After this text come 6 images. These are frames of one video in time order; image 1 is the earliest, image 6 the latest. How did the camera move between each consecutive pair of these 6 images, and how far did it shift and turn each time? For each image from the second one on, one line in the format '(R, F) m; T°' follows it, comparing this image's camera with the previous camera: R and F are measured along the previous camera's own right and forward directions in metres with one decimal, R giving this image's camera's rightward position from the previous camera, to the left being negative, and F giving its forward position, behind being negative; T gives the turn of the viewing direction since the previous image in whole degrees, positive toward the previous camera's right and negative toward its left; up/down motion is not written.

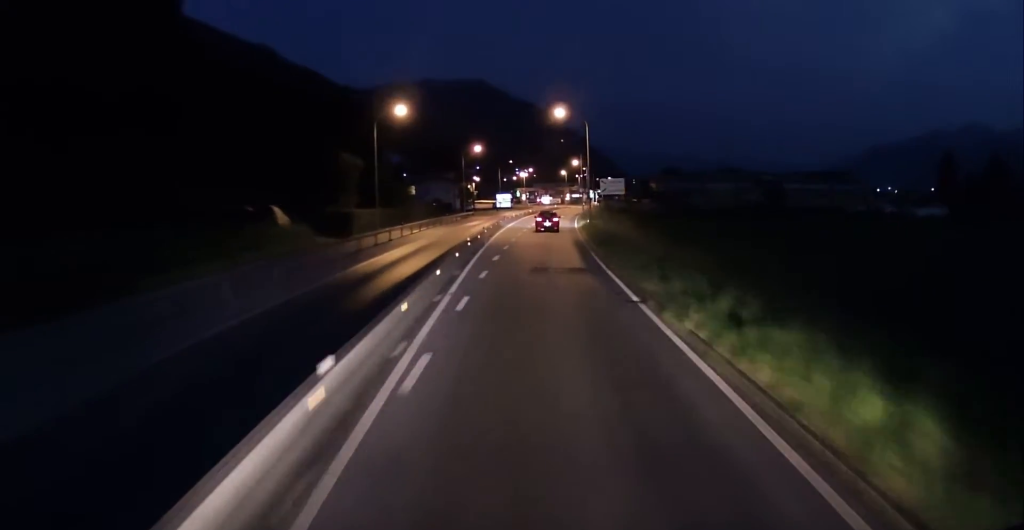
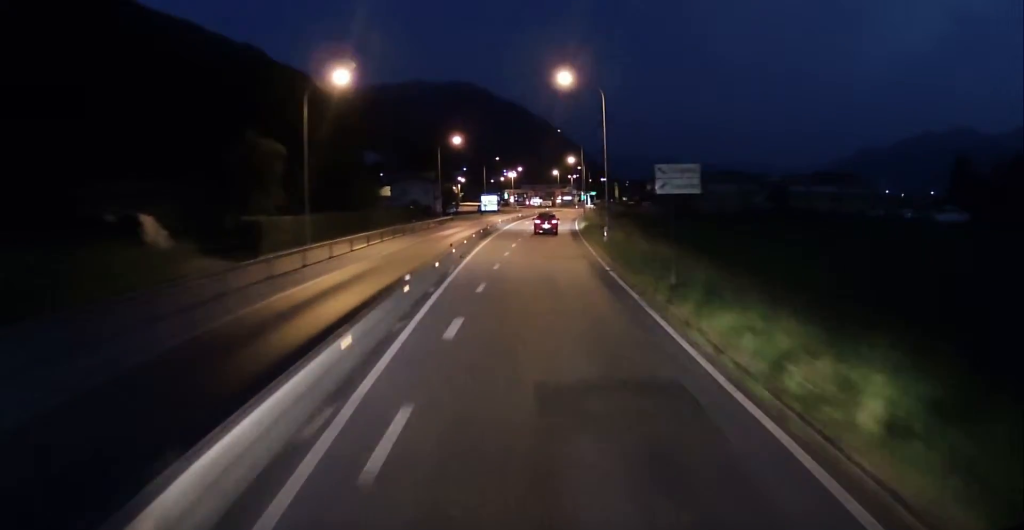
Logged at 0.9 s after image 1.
(+0.3, +15.2) m; +1°
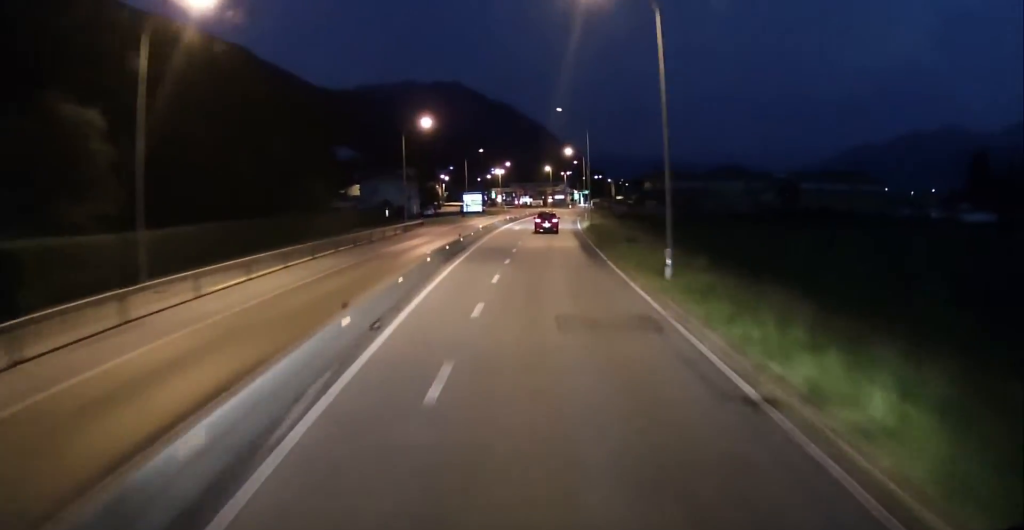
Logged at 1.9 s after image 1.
(0.0, +16.5) m; 0°
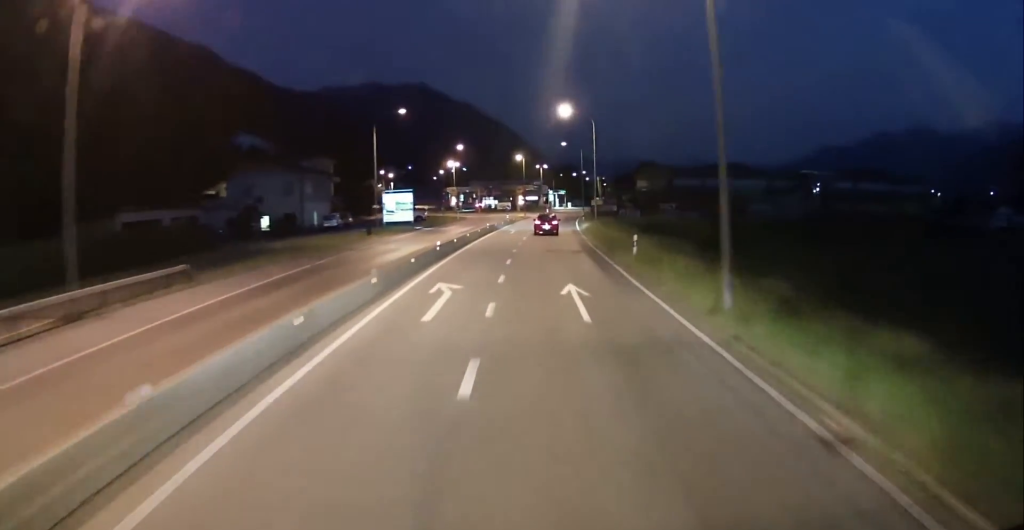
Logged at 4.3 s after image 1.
(+0.8, +41.9) m; +4°
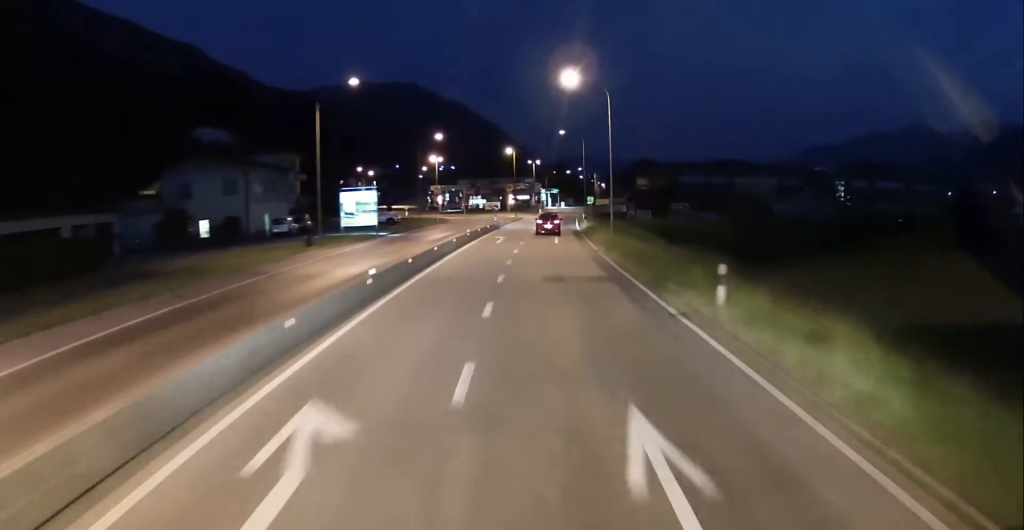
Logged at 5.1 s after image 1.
(+0.3, +12.3) m; 0°
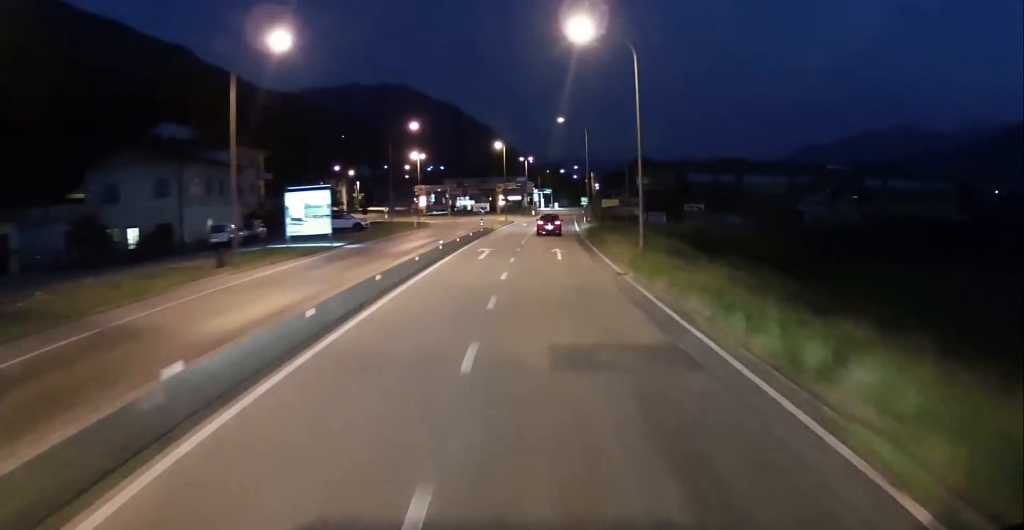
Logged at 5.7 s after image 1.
(0.0, +10.6) m; +1°
